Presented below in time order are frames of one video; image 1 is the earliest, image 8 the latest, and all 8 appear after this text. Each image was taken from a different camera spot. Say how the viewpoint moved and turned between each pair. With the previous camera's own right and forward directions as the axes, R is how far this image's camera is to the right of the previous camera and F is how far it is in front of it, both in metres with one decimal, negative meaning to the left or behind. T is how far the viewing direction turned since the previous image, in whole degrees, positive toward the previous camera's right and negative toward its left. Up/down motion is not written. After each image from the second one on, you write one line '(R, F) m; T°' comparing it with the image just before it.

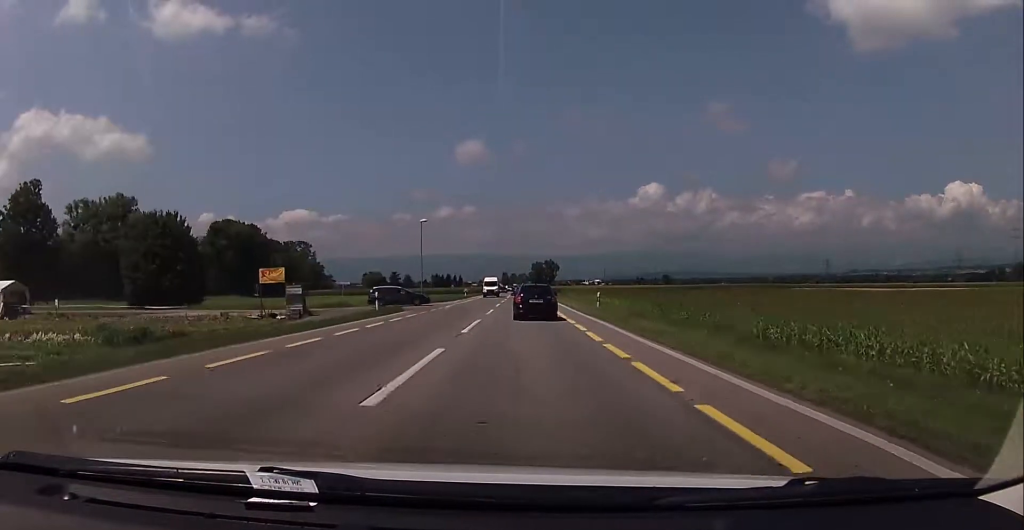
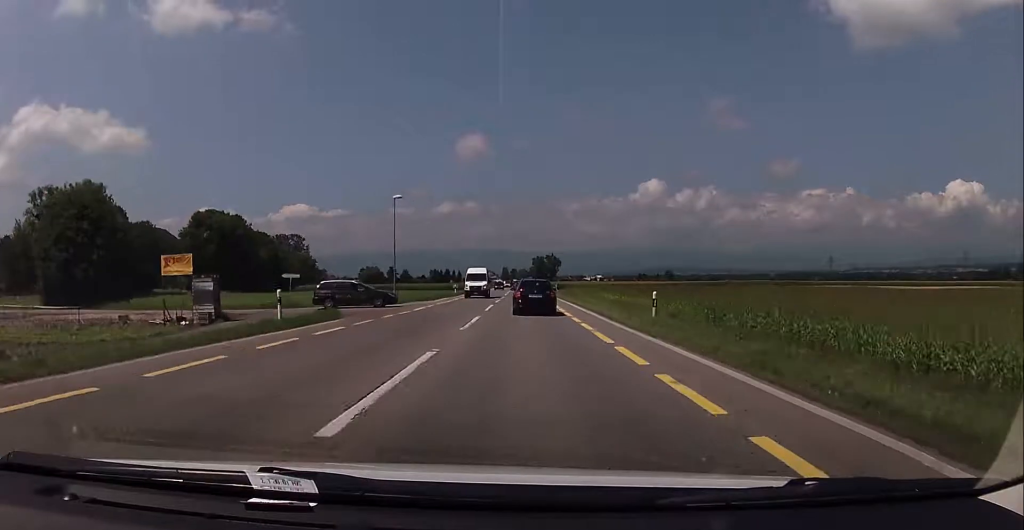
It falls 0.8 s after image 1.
(+0.2, +13.9) m; 0°
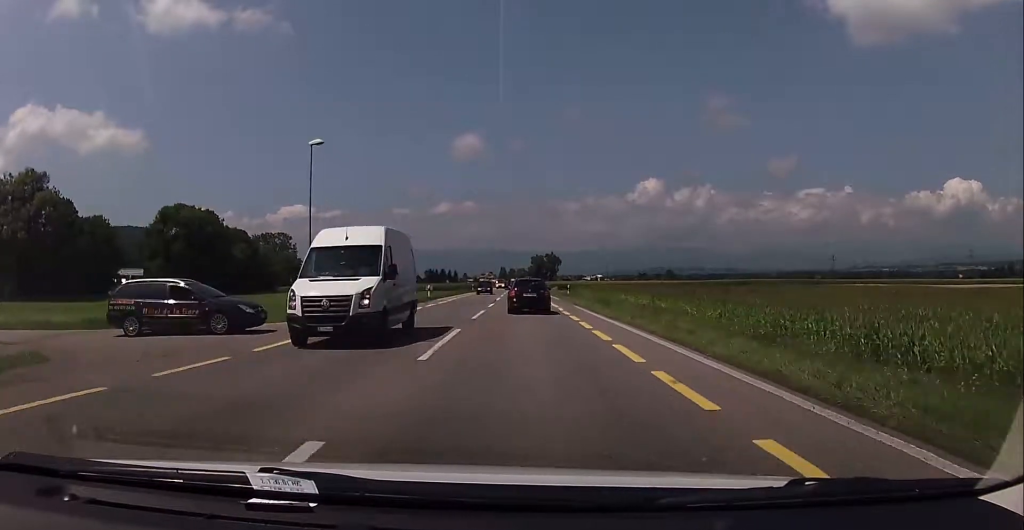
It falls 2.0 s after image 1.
(-0.2, +19.8) m; 0°
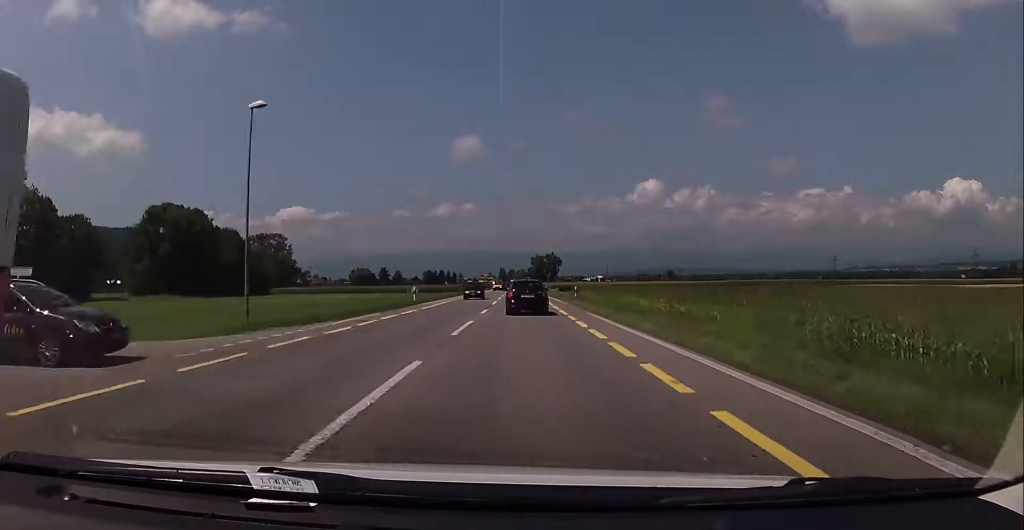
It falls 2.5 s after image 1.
(+0.1, +7.1) m; 0°
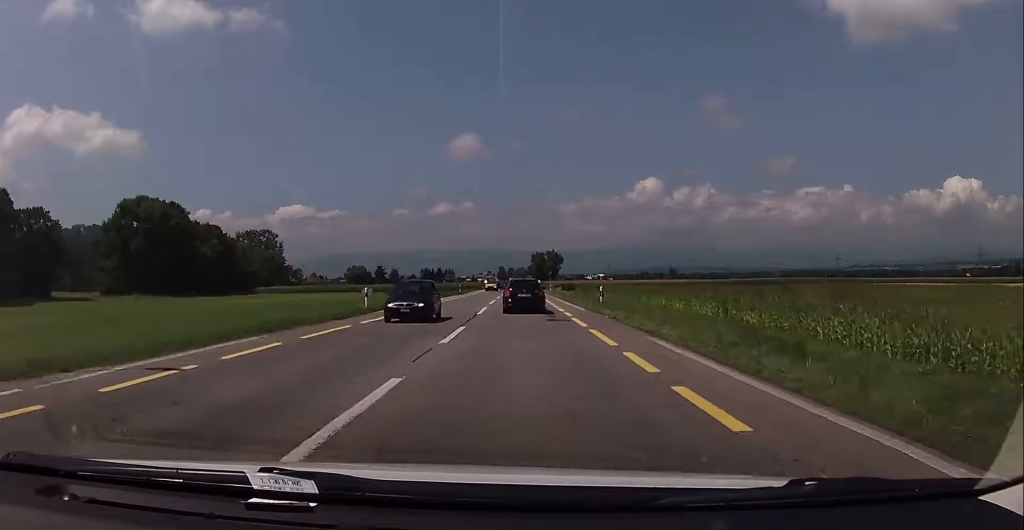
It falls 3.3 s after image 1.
(0.0, +14.1) m; -1°
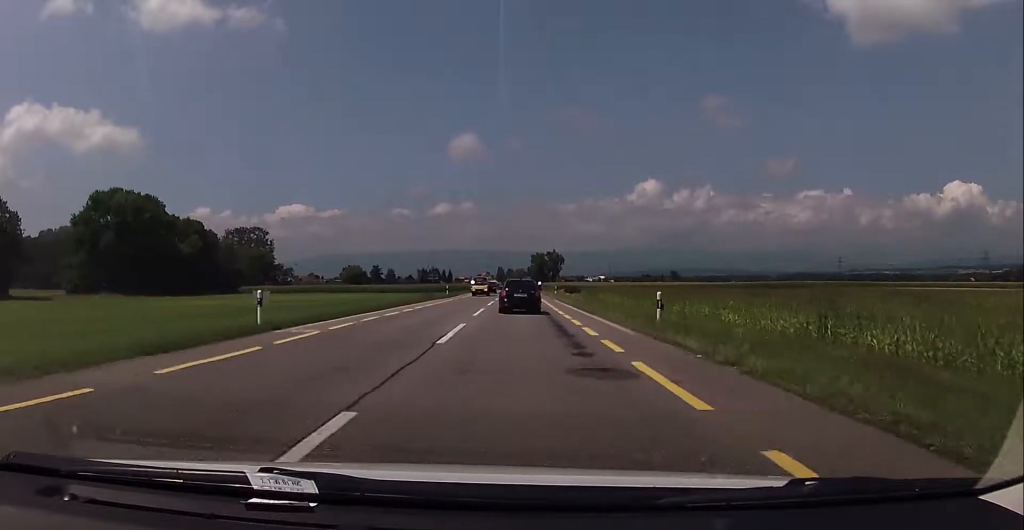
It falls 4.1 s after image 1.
(-0.1, +12.9) m; -1°
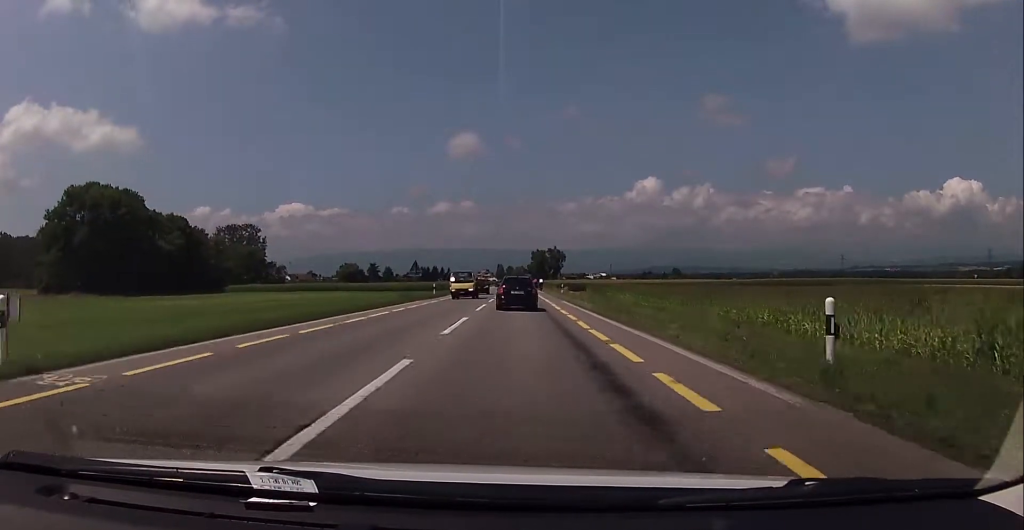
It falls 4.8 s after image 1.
(-0.1, +10.2) m; 0°
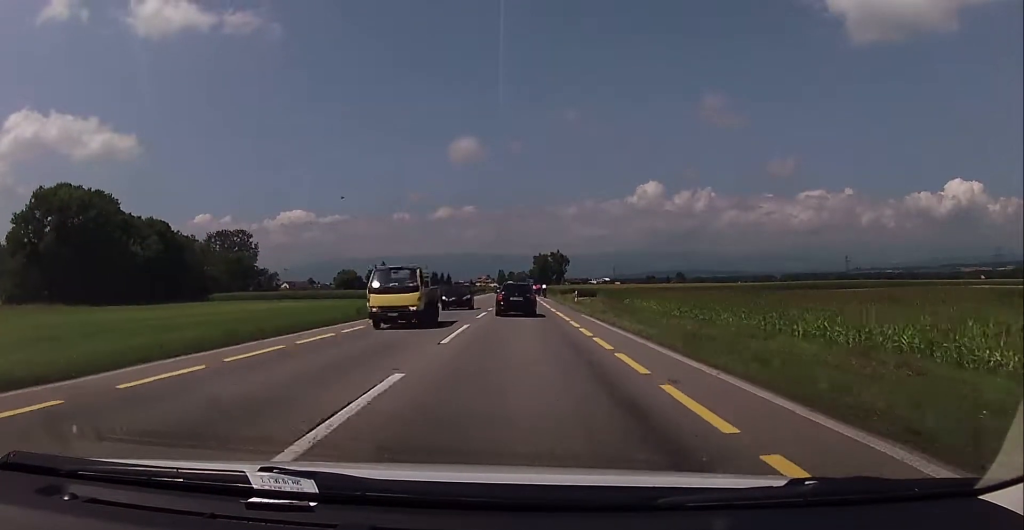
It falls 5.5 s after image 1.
(+0.2, +12.3) m; 0°
